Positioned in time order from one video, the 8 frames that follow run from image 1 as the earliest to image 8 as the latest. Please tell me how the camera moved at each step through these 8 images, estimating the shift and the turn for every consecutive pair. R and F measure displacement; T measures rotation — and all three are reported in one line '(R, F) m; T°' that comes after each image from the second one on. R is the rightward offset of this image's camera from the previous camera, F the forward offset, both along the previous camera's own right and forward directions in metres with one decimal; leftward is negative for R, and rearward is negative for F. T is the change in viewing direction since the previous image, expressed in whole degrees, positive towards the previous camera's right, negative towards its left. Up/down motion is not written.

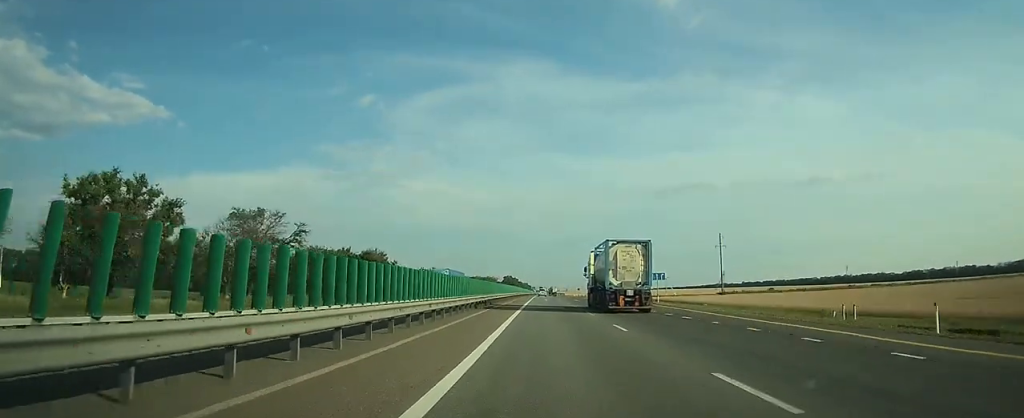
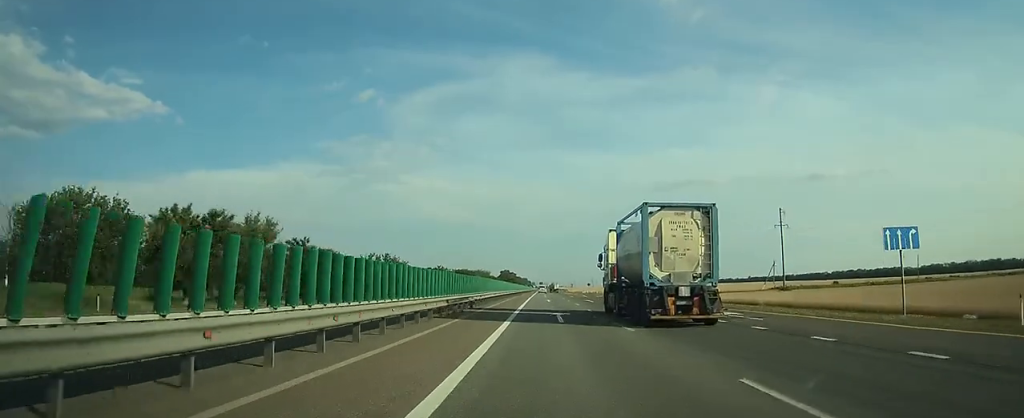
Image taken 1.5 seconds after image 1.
(0.0, +48.8) m; 0°
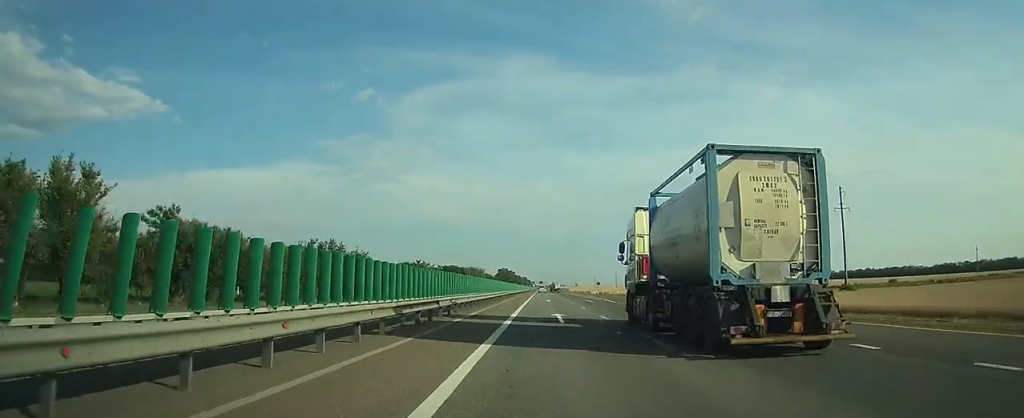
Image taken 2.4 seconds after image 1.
(+0.1, +30.0) m; 0°
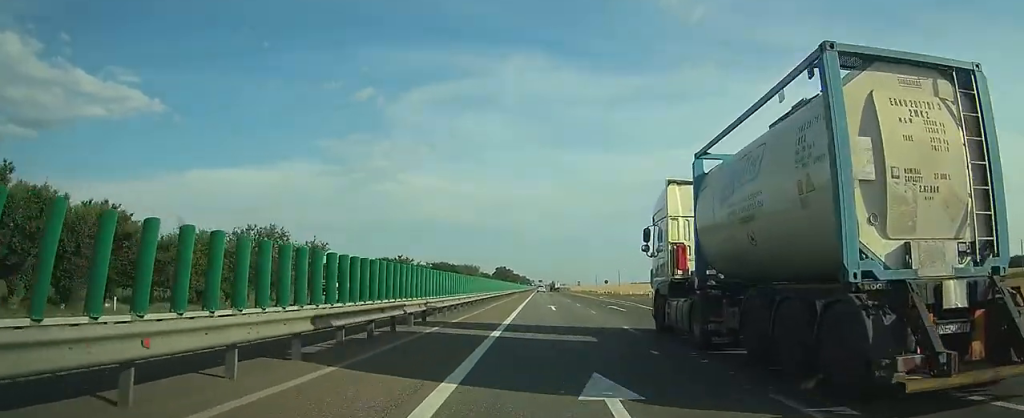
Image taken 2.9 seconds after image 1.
(0.0, +18.9) m; 0°
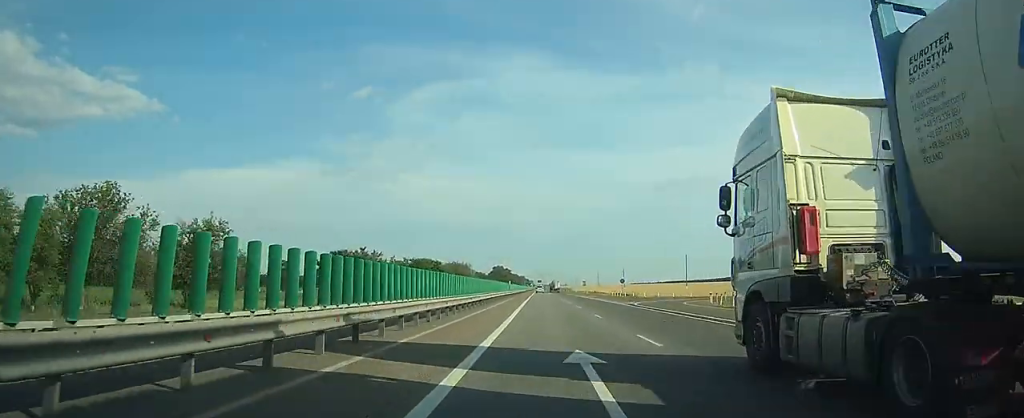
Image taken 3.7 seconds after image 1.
(-0.1, +26.8) m; 0°
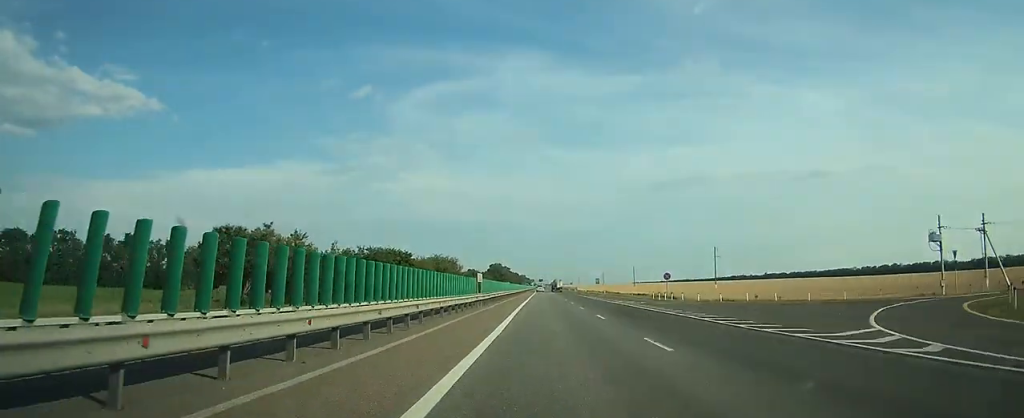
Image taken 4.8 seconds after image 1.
(-0.1, +36.9) m; 0°
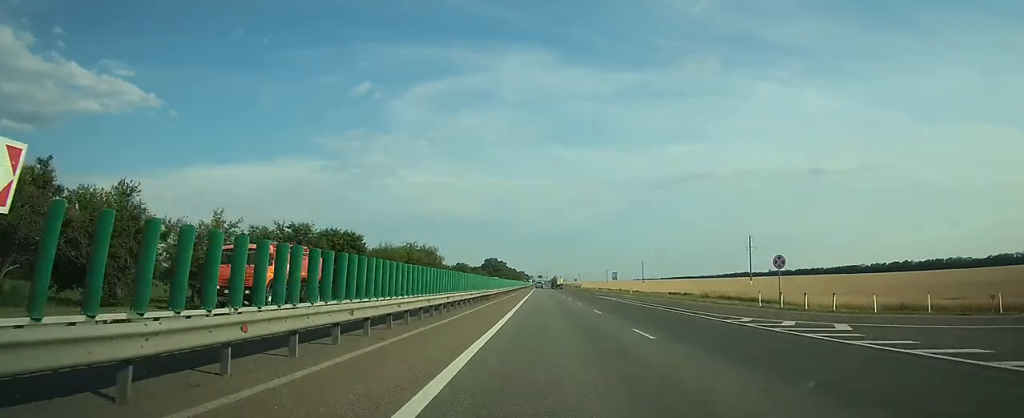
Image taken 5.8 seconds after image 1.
(-0.1, +33.6) m; 0°
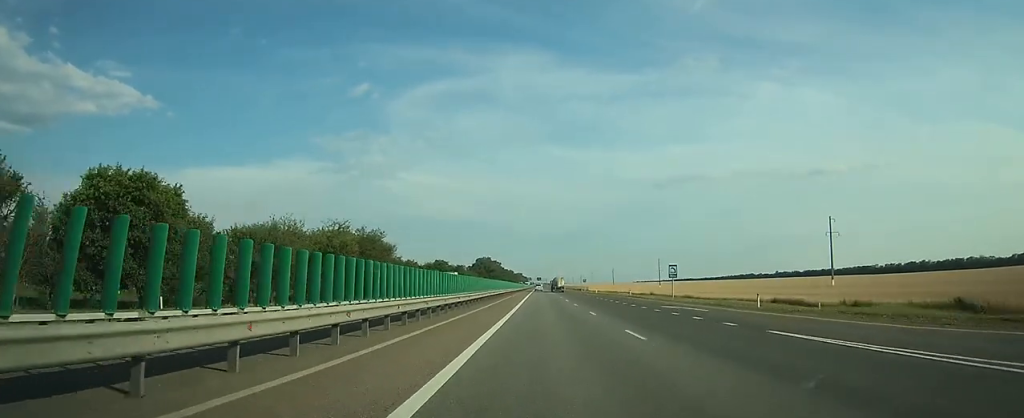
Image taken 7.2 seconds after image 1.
(+0.1, +47.2) m; 0°
